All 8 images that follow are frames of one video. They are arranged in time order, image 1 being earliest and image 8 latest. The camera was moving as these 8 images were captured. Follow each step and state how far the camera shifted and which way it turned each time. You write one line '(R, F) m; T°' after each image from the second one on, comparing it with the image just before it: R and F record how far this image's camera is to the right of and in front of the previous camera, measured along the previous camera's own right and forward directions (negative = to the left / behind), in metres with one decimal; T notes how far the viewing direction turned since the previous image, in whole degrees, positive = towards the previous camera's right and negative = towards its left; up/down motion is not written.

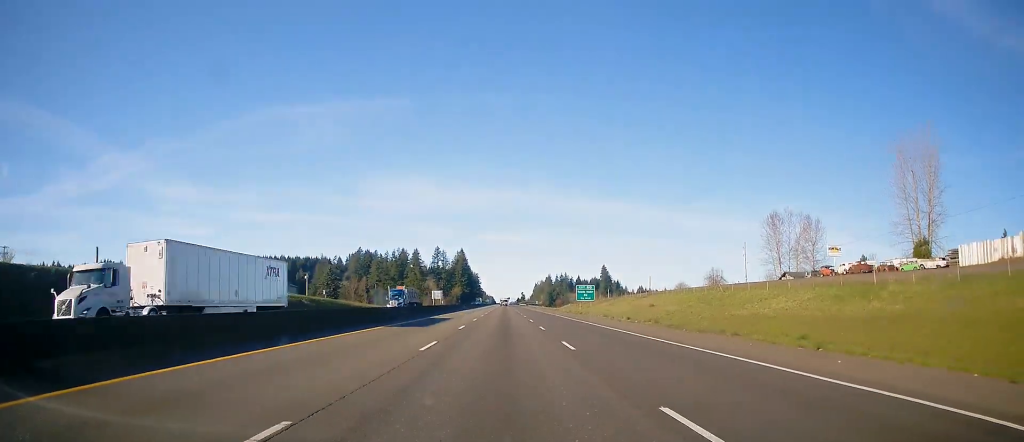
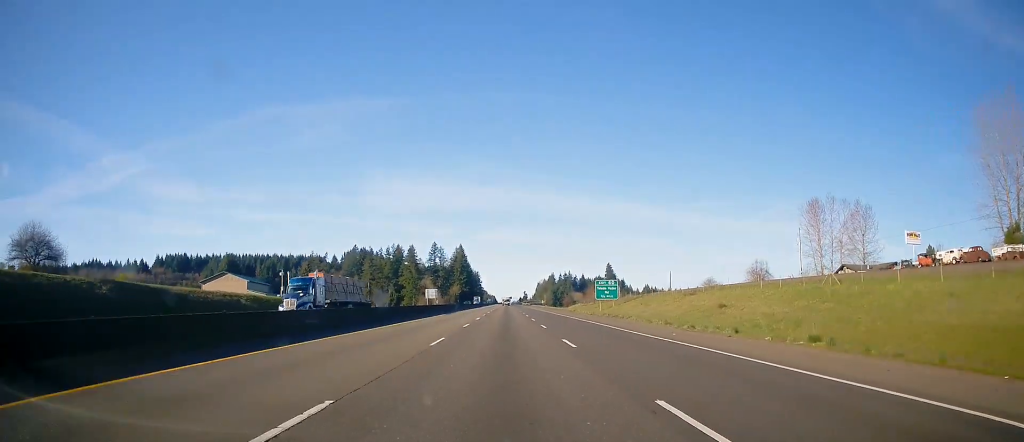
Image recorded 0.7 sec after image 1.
(0.0, +23.0) m; 0°
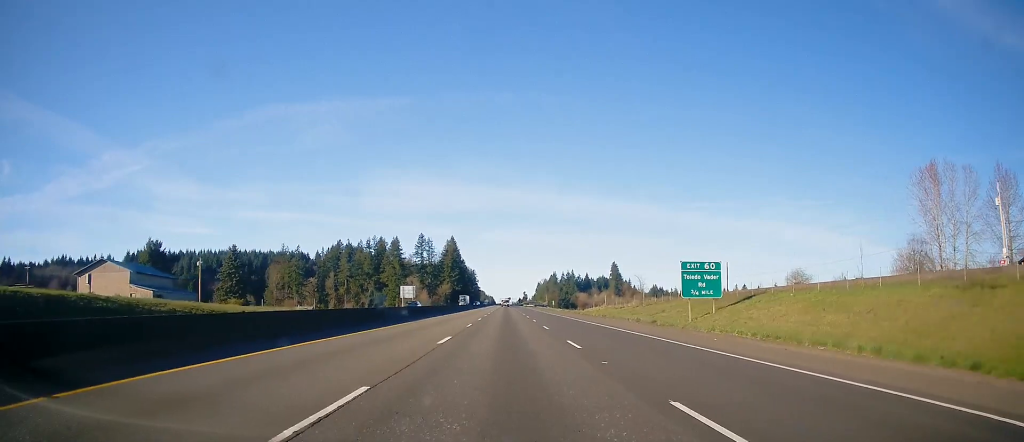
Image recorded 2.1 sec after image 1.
(0.0, +47.4) m; 0°
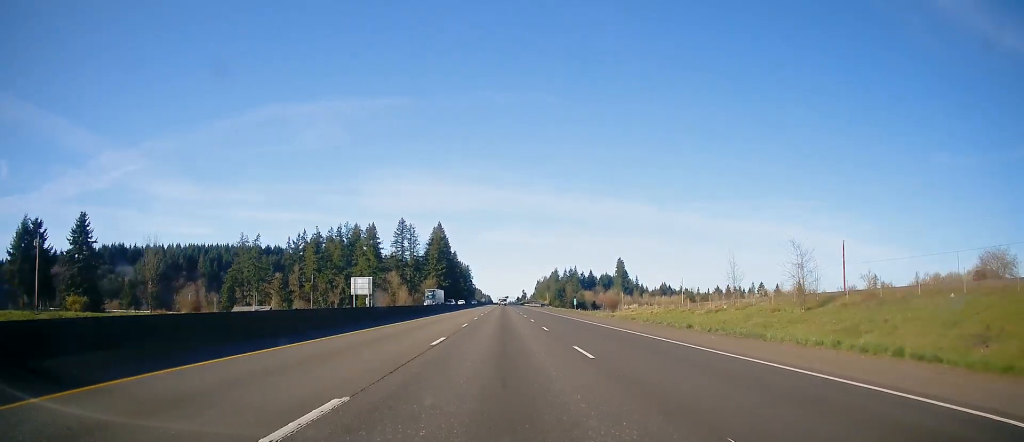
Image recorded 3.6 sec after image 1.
(0.0, +49.5) m; 0°
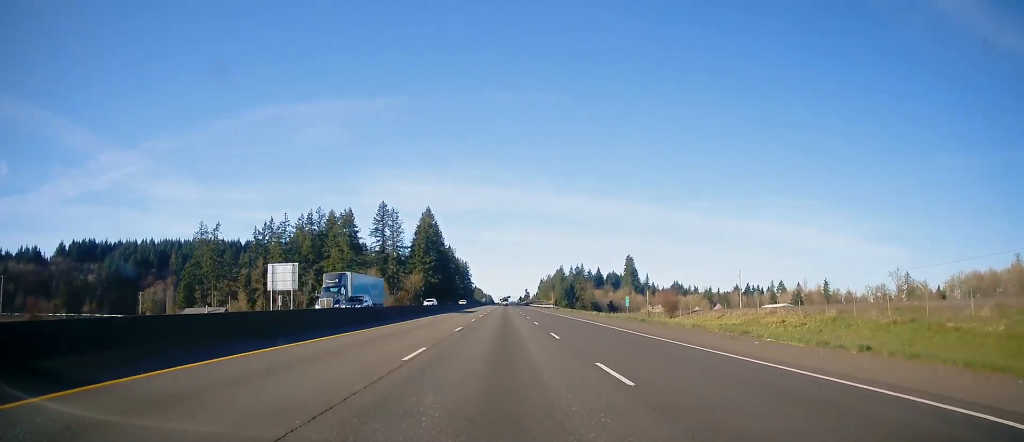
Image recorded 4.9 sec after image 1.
(0.0, +40.6) m; 0°
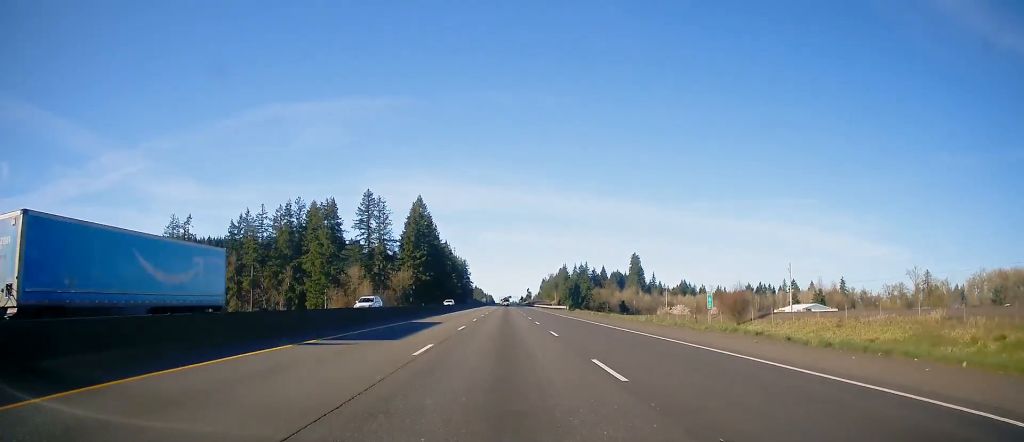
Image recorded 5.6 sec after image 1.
(0.0, +23.1) m; 0°
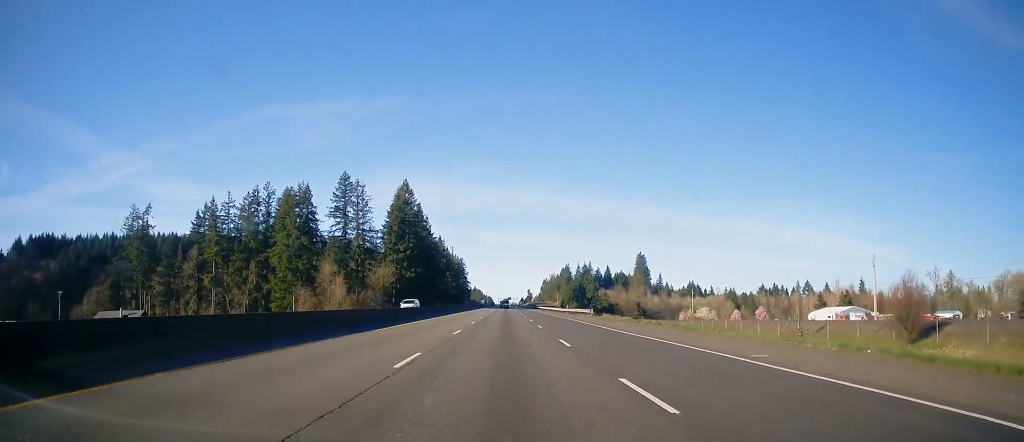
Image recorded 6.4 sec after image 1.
(+0.3, +26.3) m; 0°
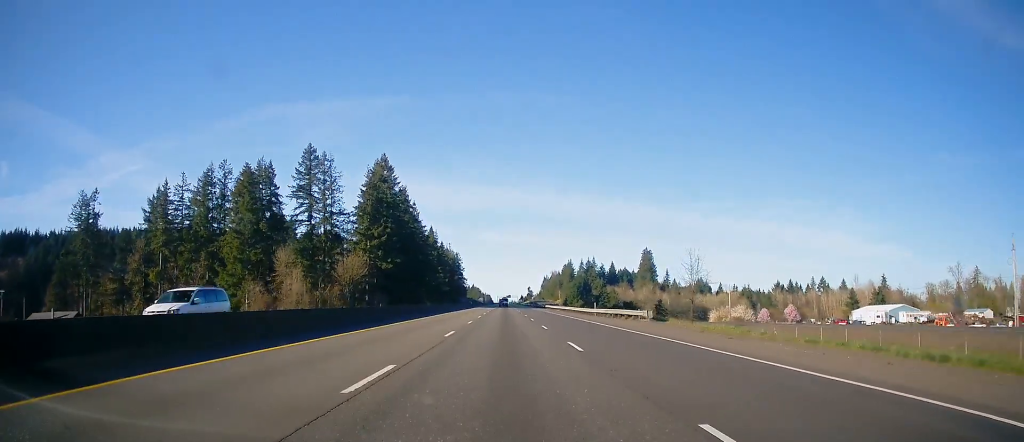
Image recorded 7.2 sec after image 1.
(0.0, +27.5) m; 0°
